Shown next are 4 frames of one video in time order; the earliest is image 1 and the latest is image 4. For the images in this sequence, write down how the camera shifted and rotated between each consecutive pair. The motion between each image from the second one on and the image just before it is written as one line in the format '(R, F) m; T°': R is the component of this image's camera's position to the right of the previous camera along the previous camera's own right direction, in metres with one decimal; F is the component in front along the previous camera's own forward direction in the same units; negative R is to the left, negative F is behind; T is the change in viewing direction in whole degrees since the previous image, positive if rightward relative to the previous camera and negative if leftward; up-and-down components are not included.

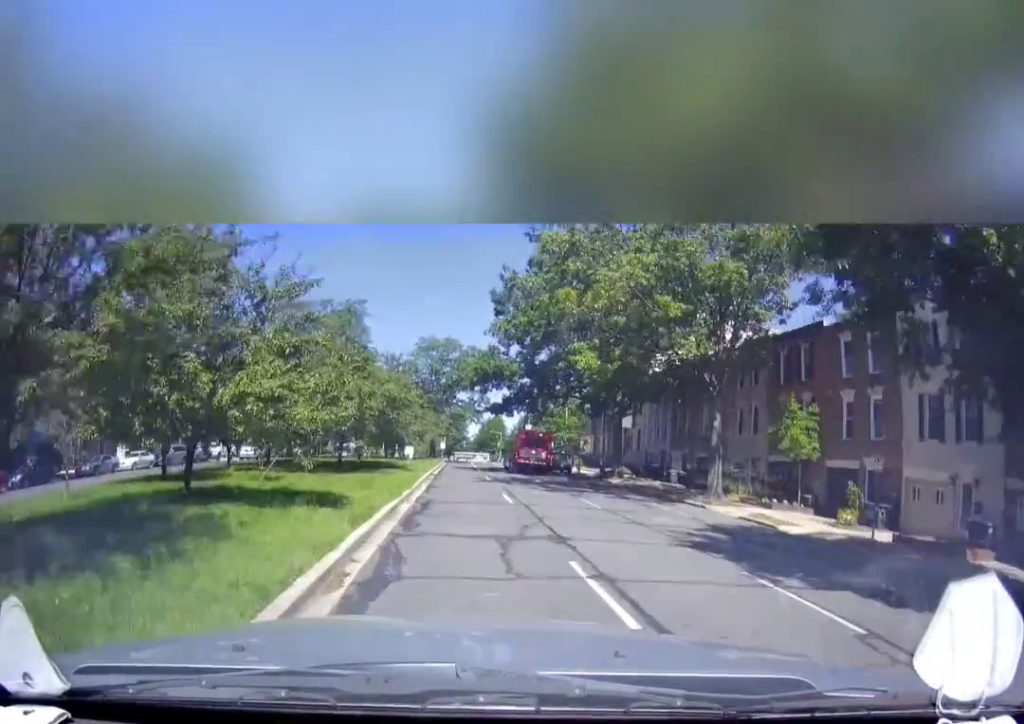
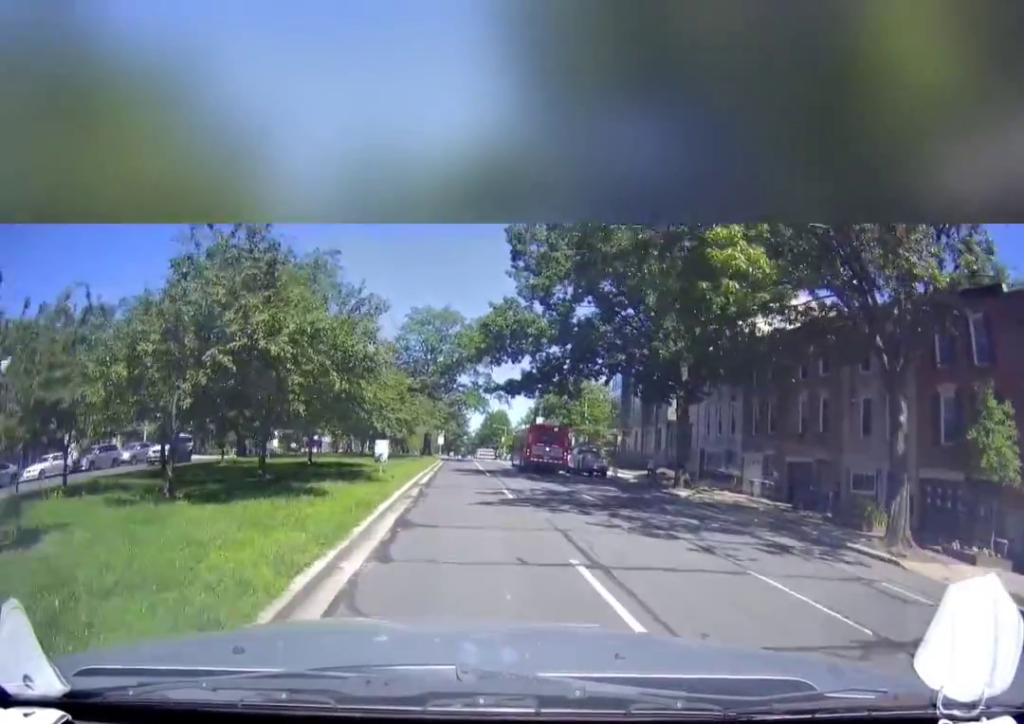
(+0.6, +12.8) m; +1°
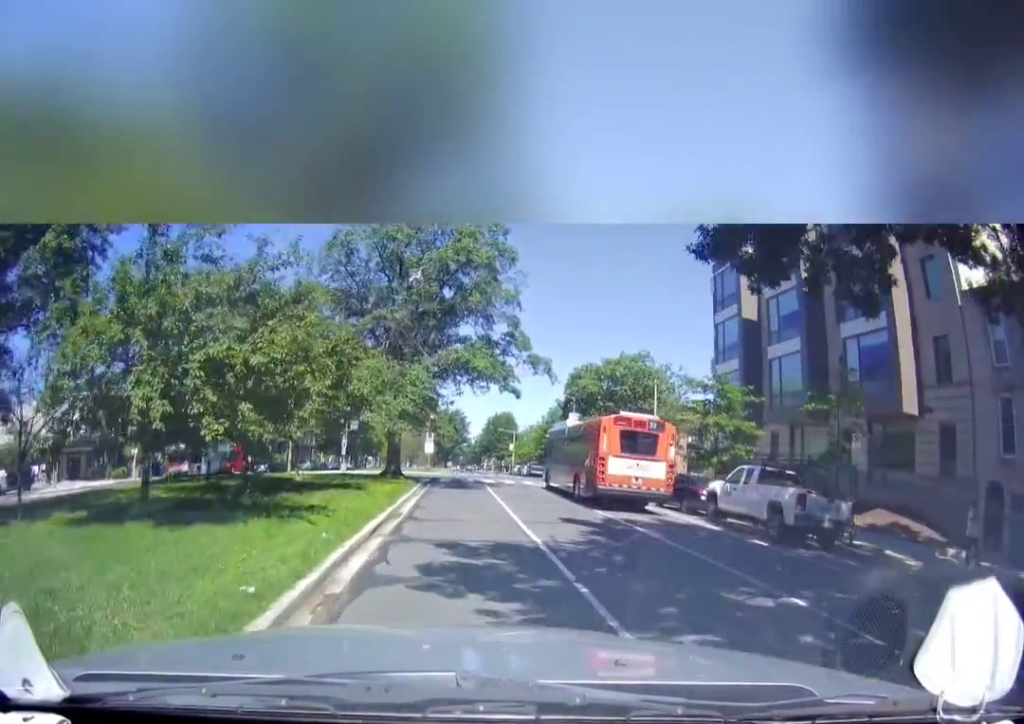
(-0.9, +30.5) m; -3°
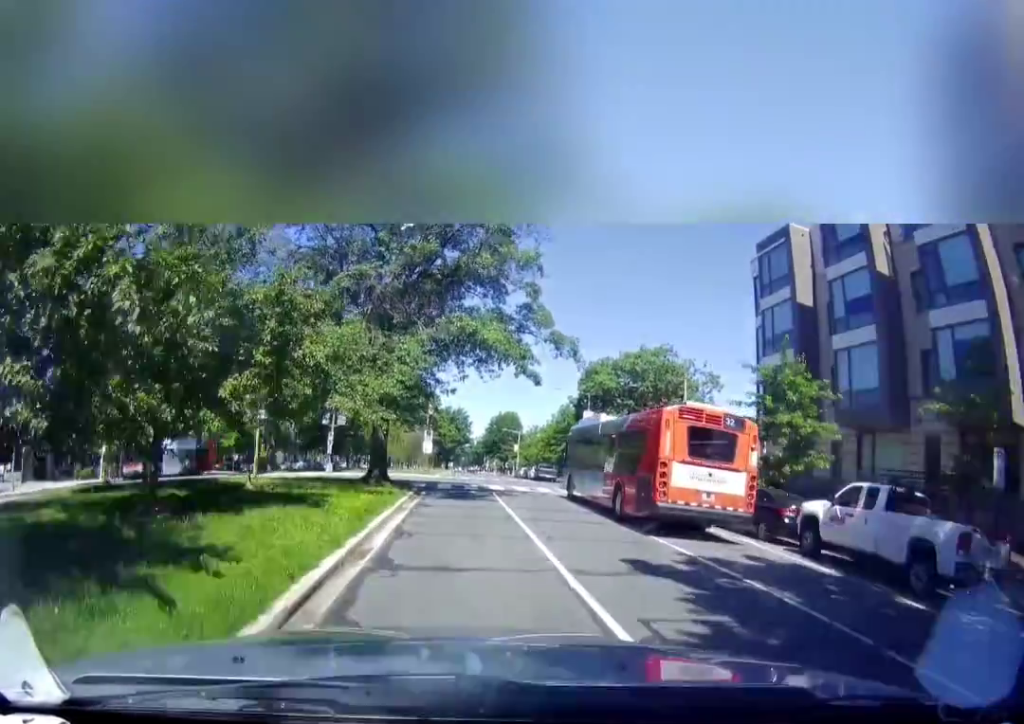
(-0.3, +7.3) m; 0°
